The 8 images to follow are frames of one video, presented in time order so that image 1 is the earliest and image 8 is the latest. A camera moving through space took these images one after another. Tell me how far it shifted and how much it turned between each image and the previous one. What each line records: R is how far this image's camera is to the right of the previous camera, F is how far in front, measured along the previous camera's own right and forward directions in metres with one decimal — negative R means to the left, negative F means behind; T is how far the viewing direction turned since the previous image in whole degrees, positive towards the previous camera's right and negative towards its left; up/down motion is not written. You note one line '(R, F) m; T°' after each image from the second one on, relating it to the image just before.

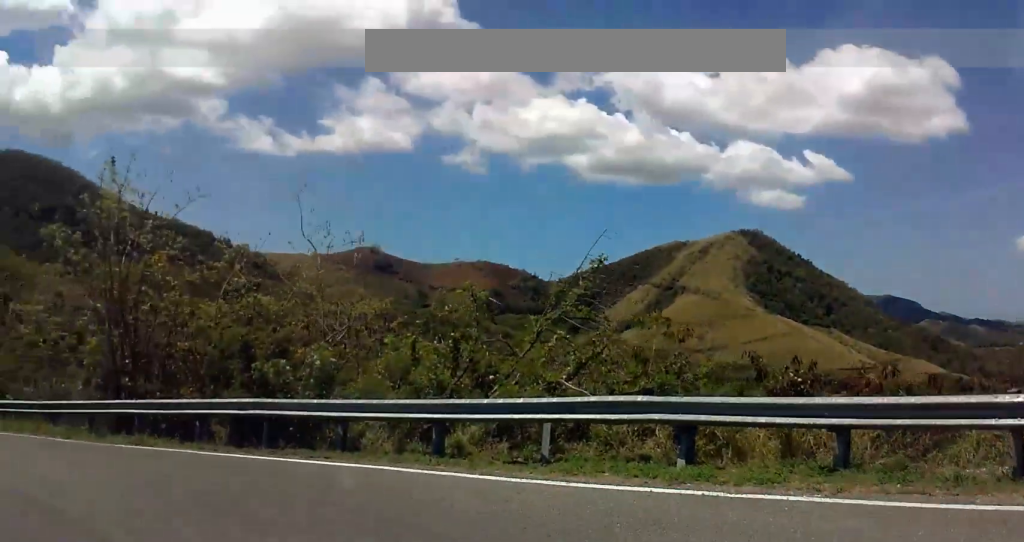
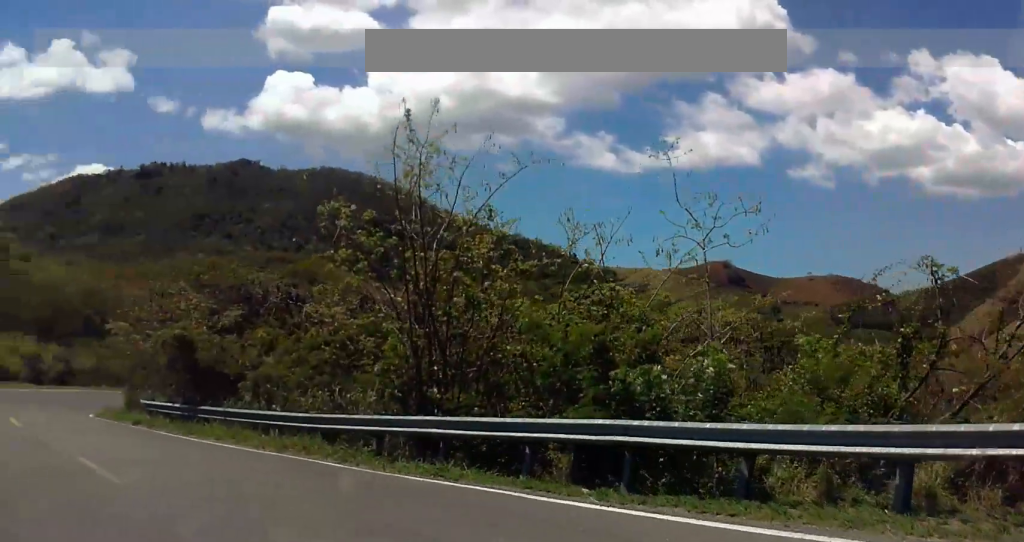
(-1.0, +1.5) m; -51°
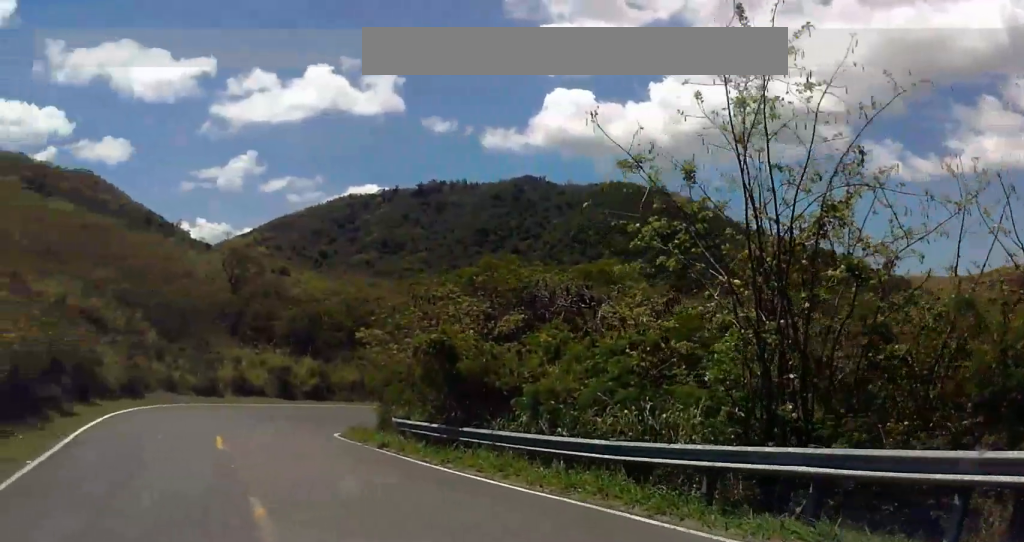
(-0.9, +1.9) m; -49°
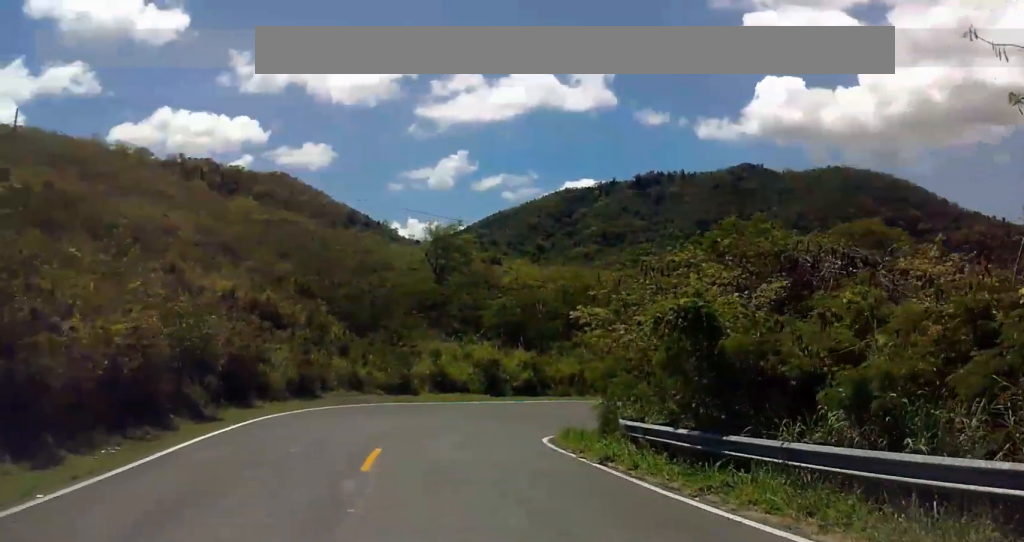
(-1.3, +6.1) m; -10°
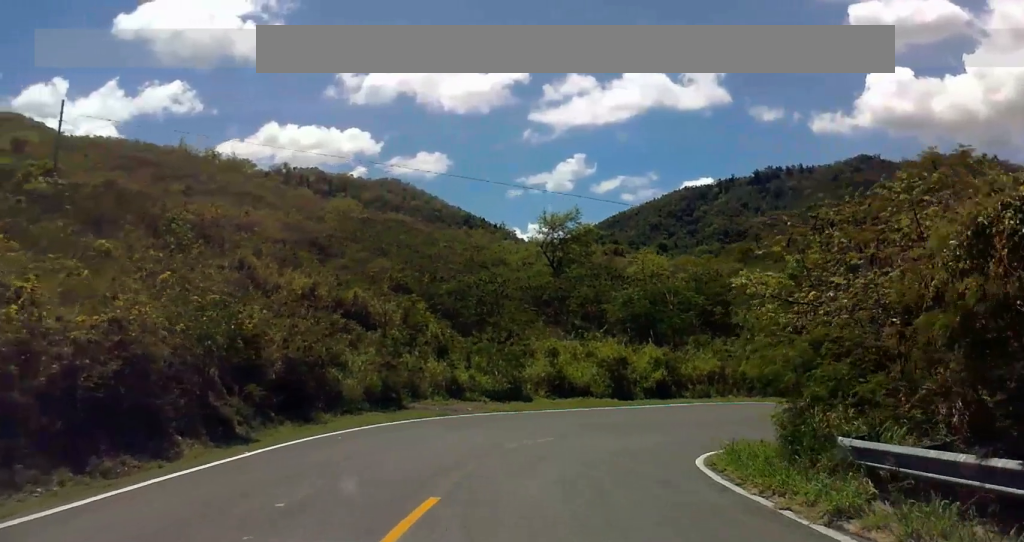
(-0.3, +7.1) m; -3°
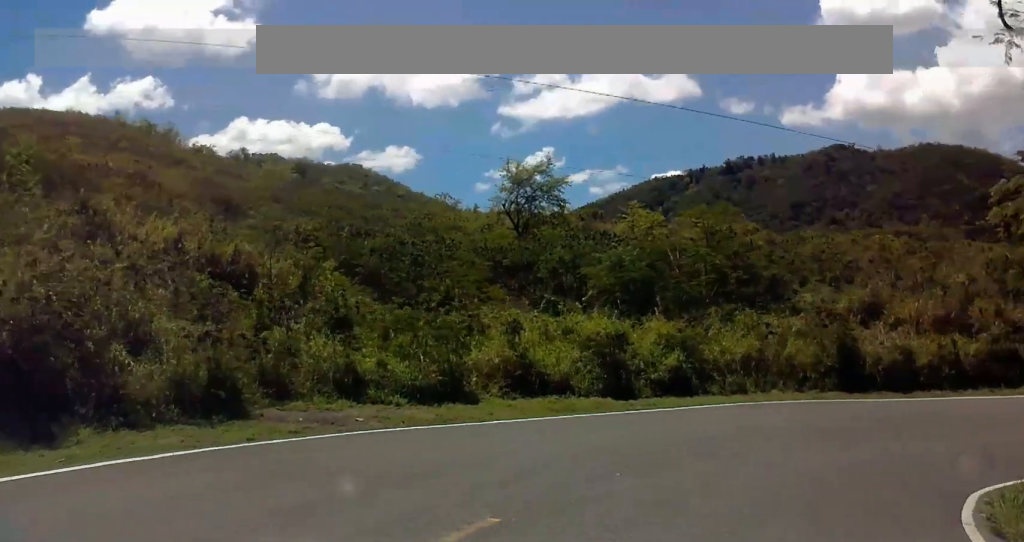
(0.0, +14.7) m; -1°
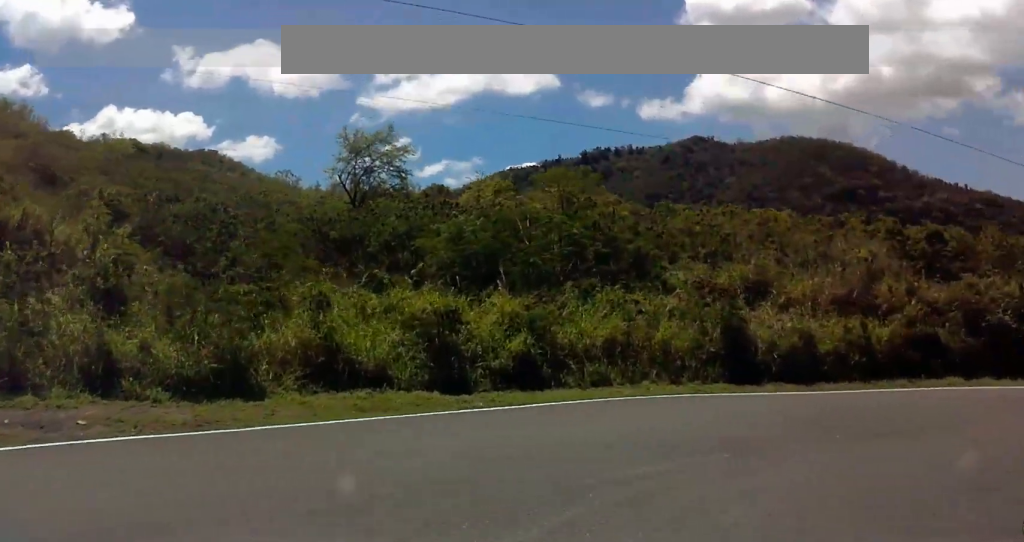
(-0.1, +4.8) m; -2°
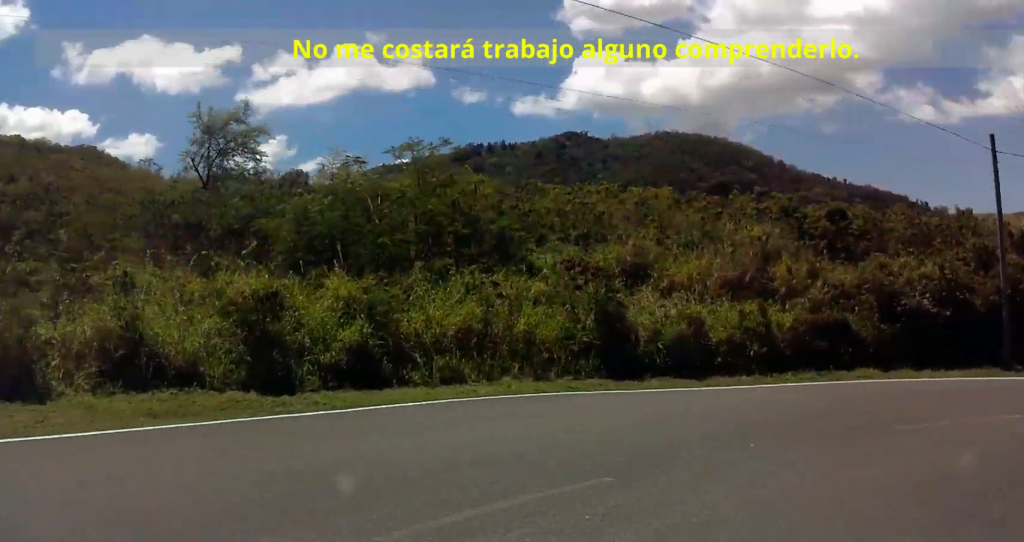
(0.0, +3.2) m; +1°
